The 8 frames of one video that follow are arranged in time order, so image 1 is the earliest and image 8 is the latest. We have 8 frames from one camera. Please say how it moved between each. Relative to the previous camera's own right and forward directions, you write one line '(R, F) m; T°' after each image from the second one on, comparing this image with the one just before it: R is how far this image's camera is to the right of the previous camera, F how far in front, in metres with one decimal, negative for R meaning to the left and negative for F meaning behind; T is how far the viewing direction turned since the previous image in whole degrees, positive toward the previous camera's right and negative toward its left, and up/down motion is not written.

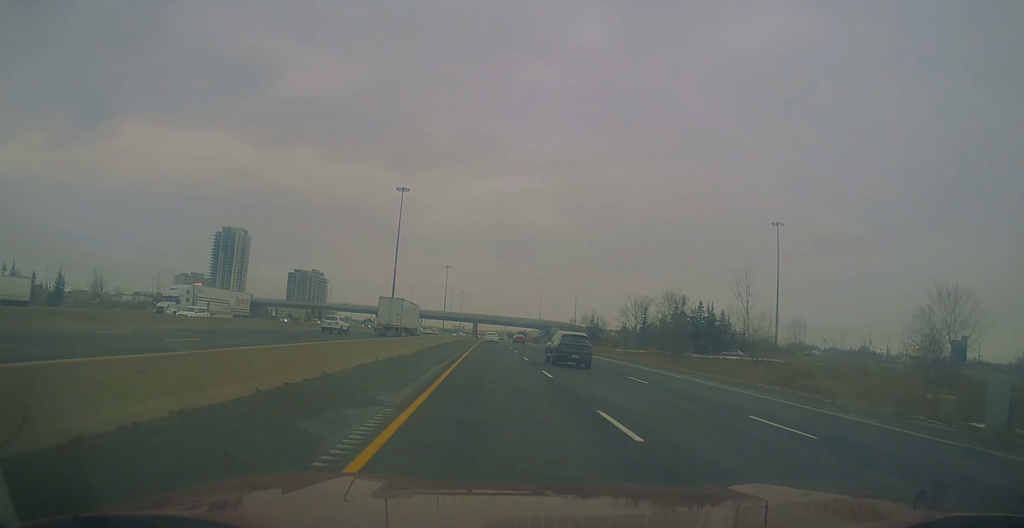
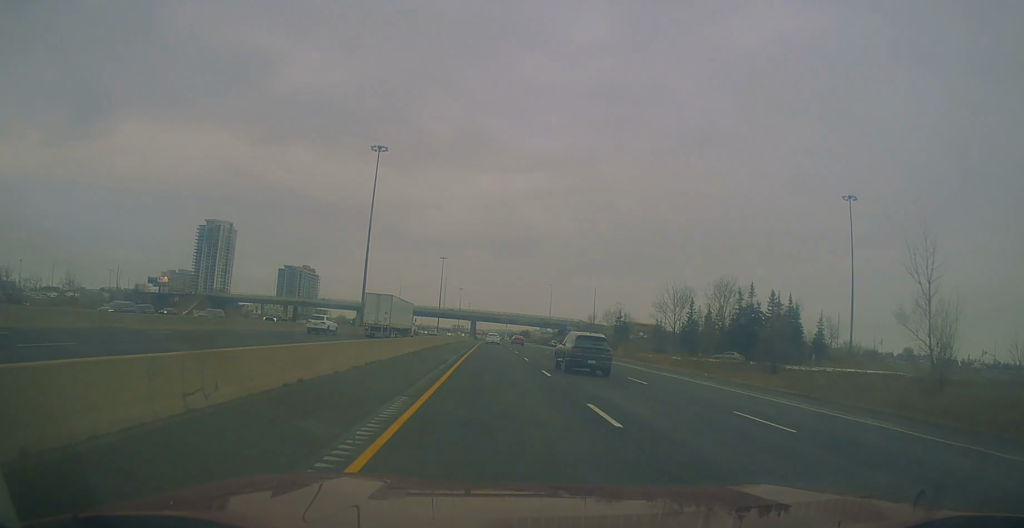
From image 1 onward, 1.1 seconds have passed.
(+0.1, +35.4) m; 0°
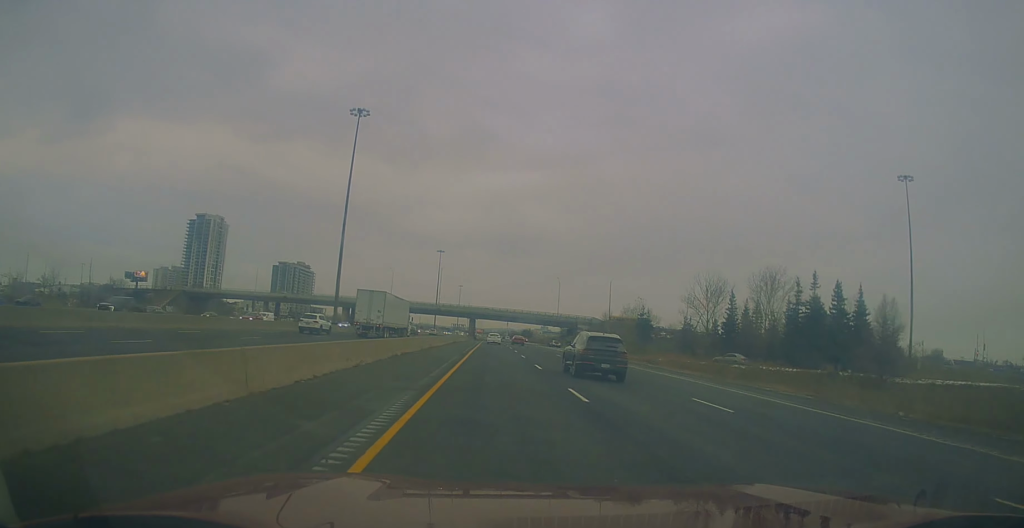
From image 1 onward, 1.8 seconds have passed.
(-0.1, +21.5) m; 0°
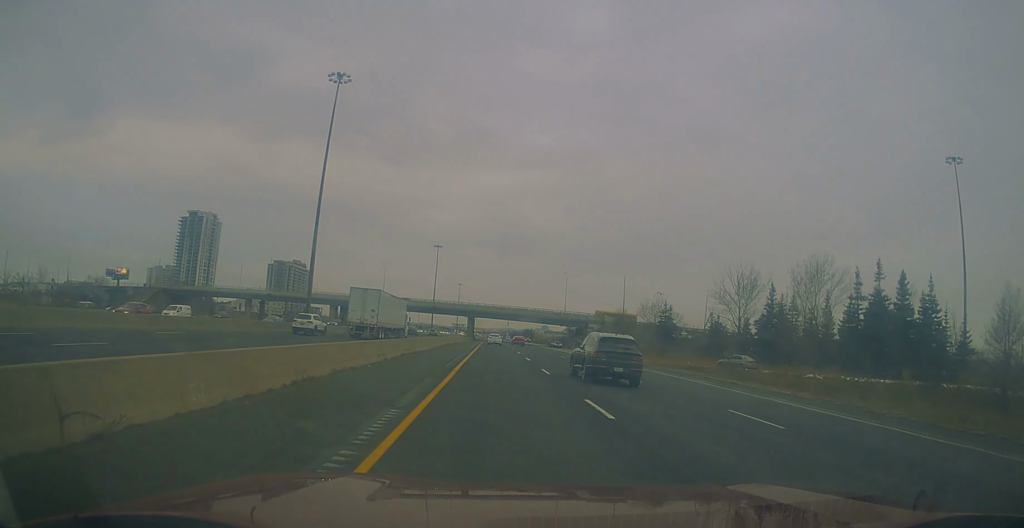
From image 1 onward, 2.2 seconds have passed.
(-0.2, +15.1) m; 0°
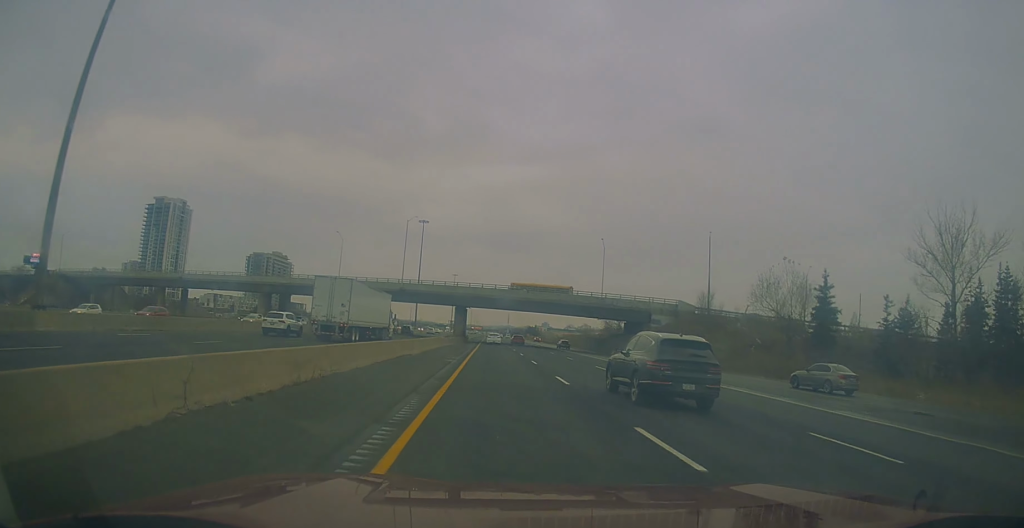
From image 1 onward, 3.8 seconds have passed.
(+0.2, +52.8) m; 0°
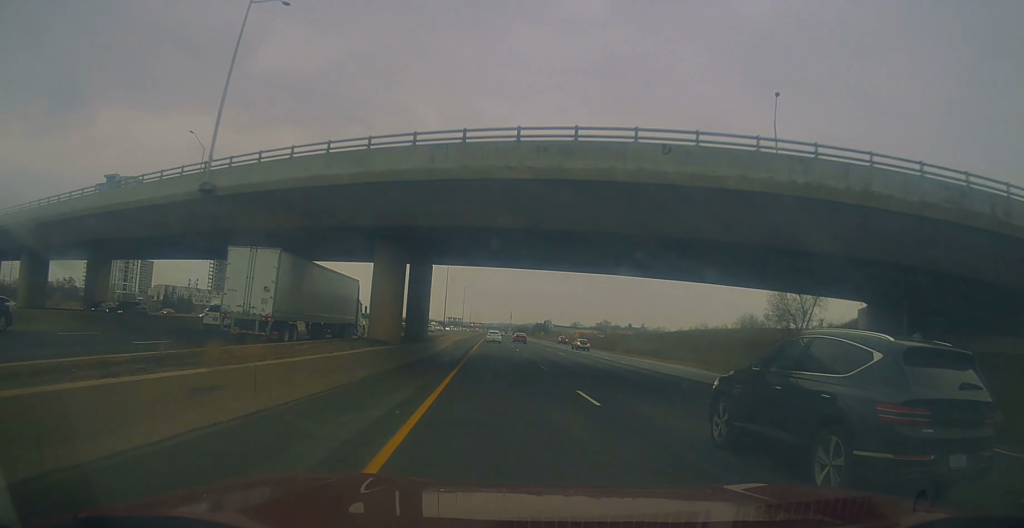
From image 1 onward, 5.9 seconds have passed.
(+0.7, +68.4) m; +1°
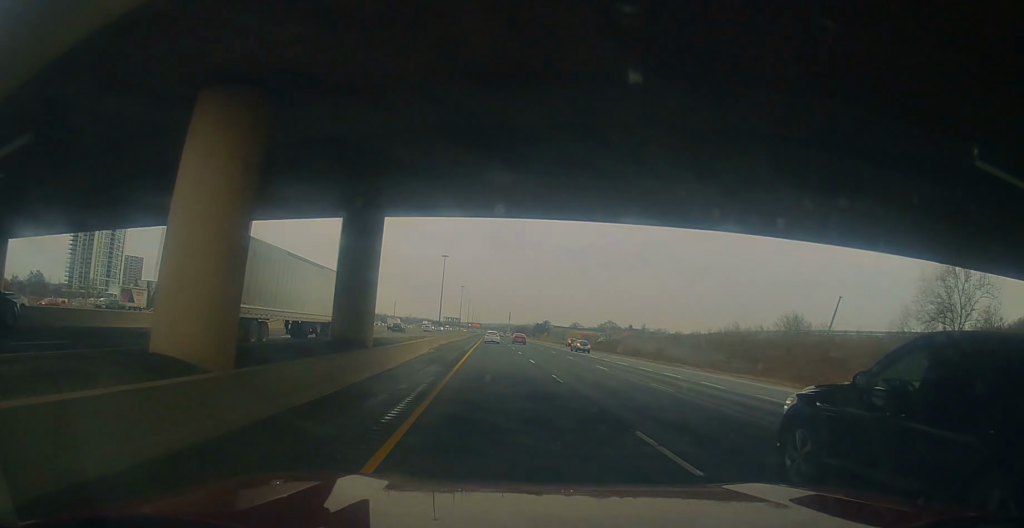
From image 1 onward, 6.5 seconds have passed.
(0.0, +16.6) m; 0°
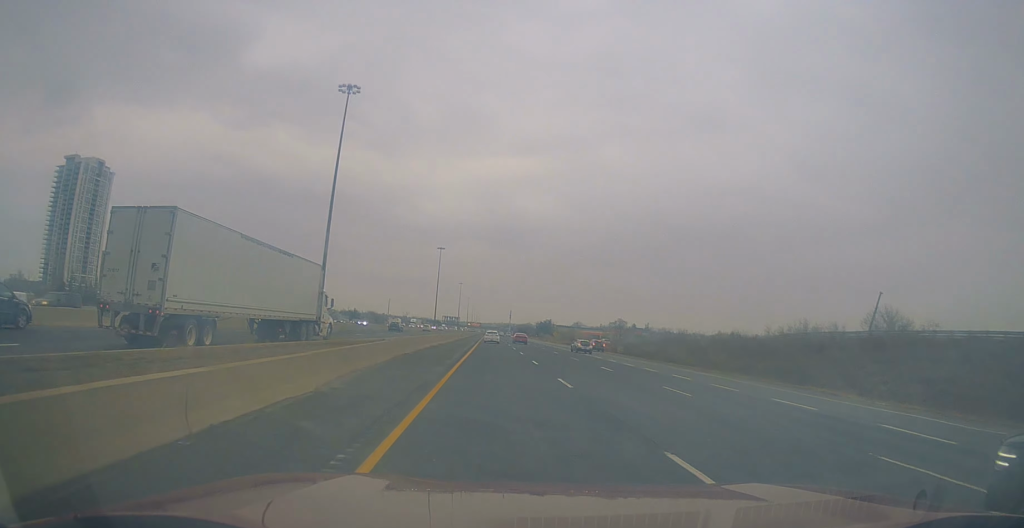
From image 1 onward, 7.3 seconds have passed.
(0.0, +23.5) m; -1°
